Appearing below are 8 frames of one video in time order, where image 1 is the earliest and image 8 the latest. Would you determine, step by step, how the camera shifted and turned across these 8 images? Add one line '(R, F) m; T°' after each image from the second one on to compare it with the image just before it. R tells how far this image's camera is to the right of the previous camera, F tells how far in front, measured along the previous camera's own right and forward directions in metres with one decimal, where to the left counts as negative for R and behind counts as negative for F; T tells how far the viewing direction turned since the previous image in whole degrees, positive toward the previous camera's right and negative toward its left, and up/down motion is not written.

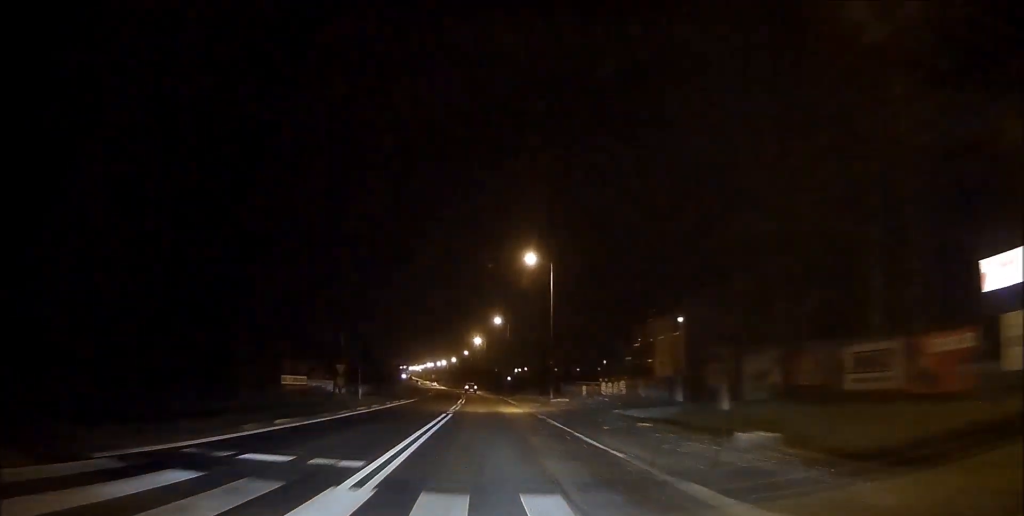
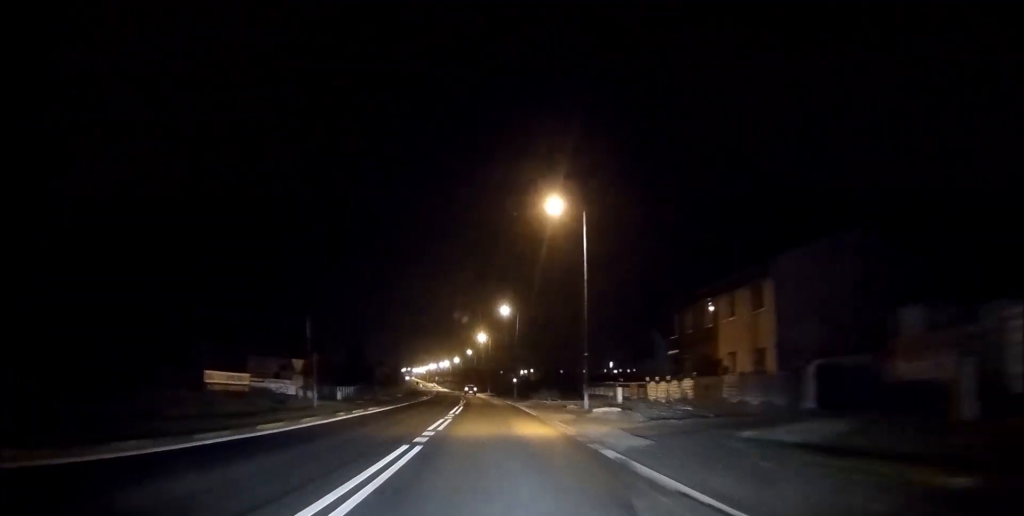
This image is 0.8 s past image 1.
(-0.1, +13.7) m; -1°
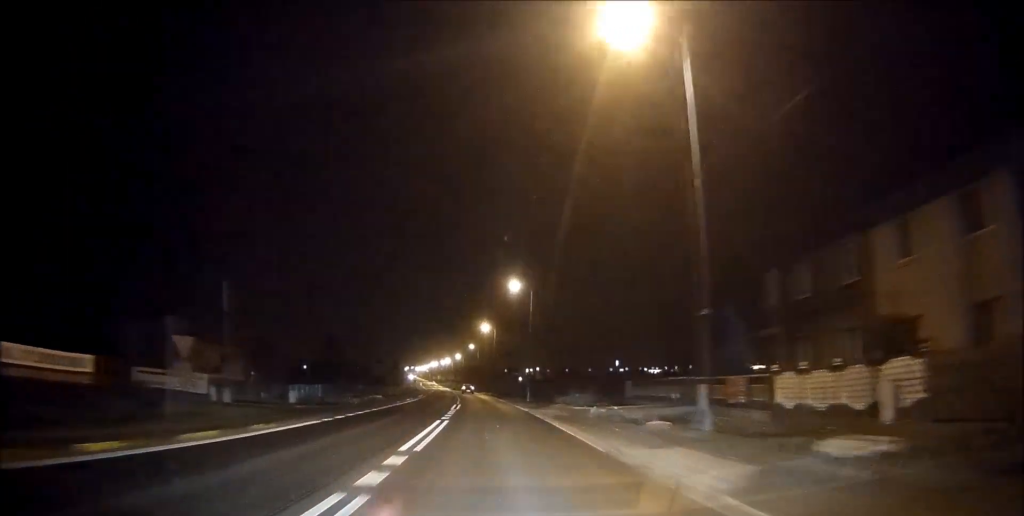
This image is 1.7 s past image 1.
(-0.2, +16.8) m; -1°
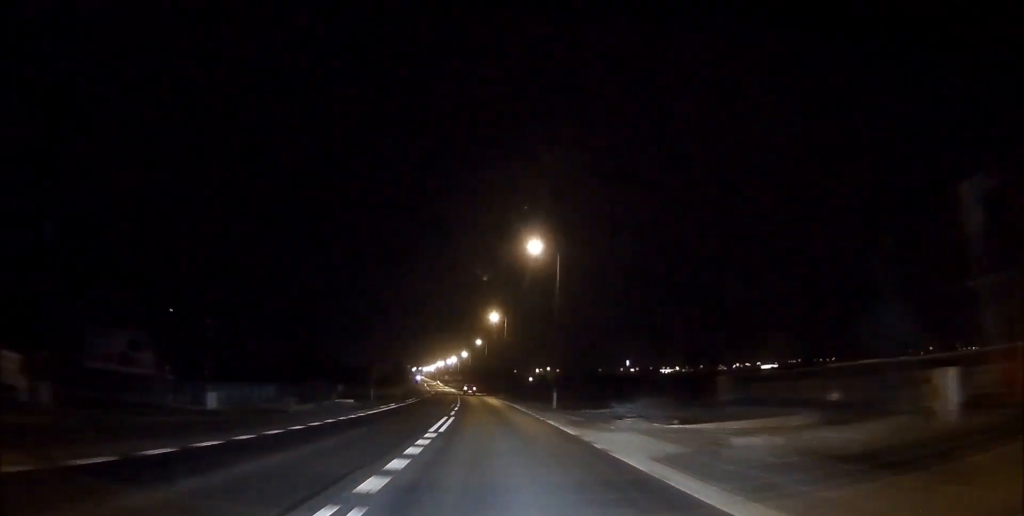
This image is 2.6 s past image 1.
(-0.1, +15.9) m; 0°
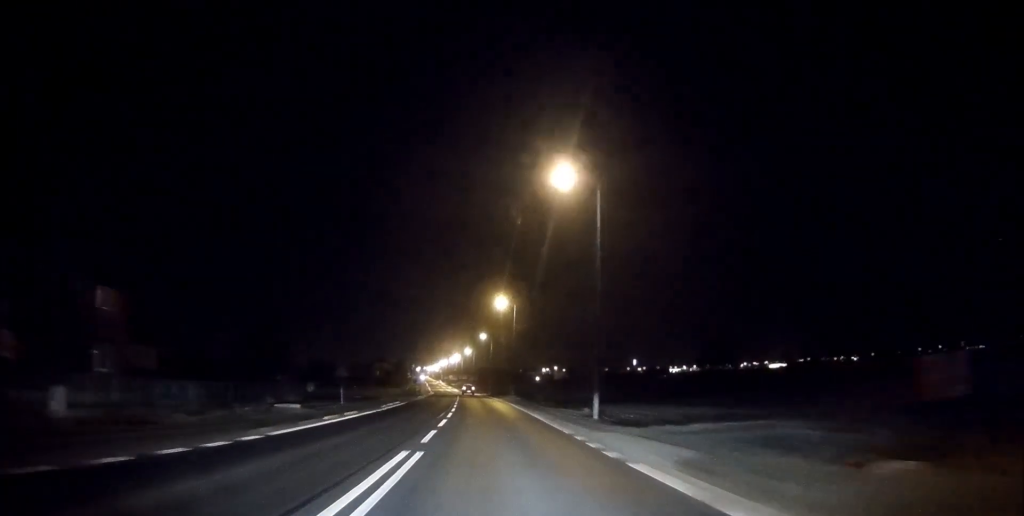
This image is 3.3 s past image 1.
(0.0, +13.6) m; 0°
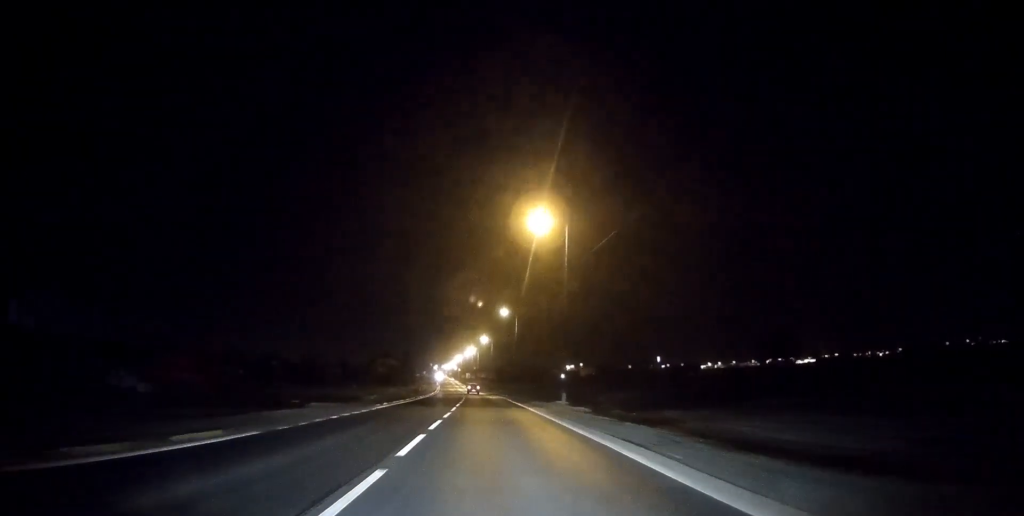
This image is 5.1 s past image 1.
(-0.5, +33.5) m; -2°
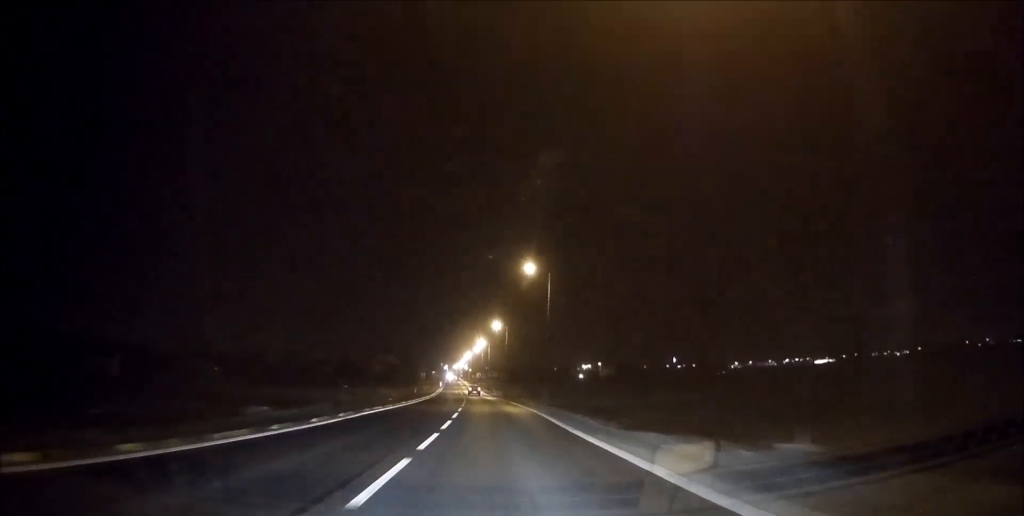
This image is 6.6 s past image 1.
(-0.3, +29.2) m; -1°
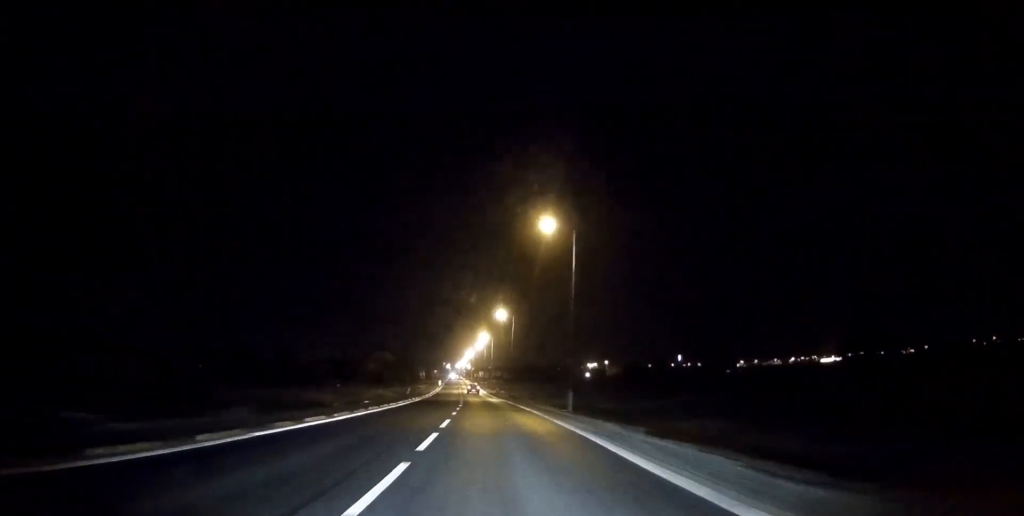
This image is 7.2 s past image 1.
(0.0, +12.4) m; 0°
